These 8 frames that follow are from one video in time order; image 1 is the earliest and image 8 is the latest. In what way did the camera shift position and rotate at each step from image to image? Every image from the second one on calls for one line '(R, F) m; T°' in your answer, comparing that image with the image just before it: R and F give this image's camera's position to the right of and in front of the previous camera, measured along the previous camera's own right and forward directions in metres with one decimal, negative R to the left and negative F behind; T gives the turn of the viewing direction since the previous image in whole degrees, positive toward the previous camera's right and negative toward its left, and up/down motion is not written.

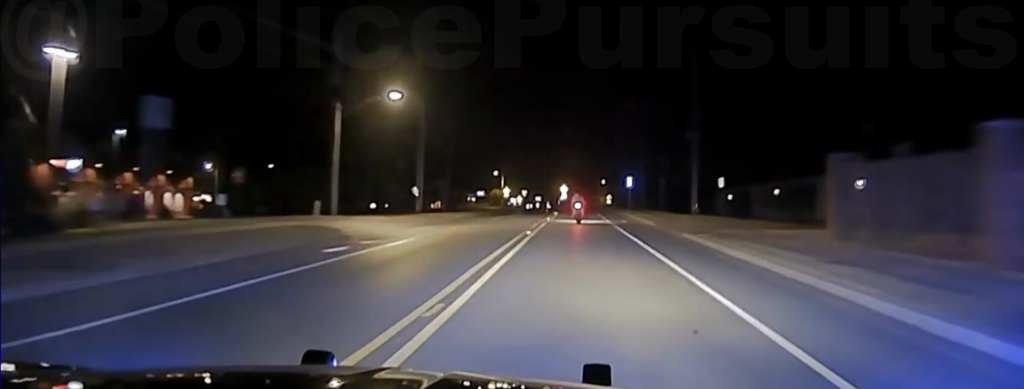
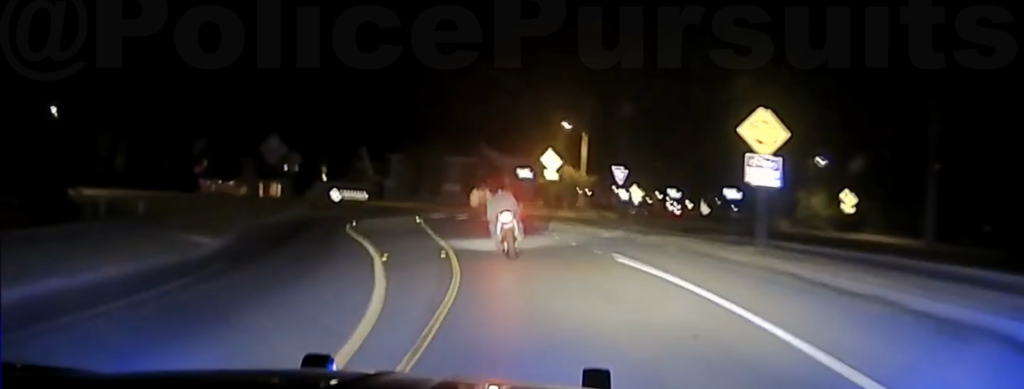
(-5.0, +92.5) m; -12°
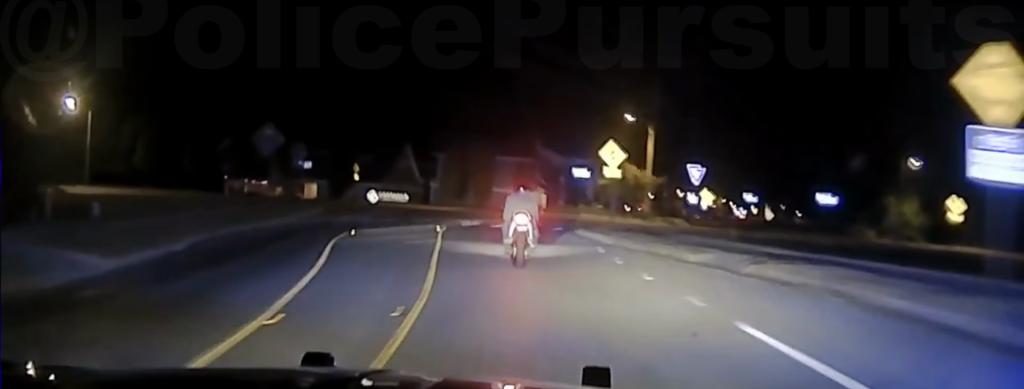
(-0.5, +9.4) m; -2°
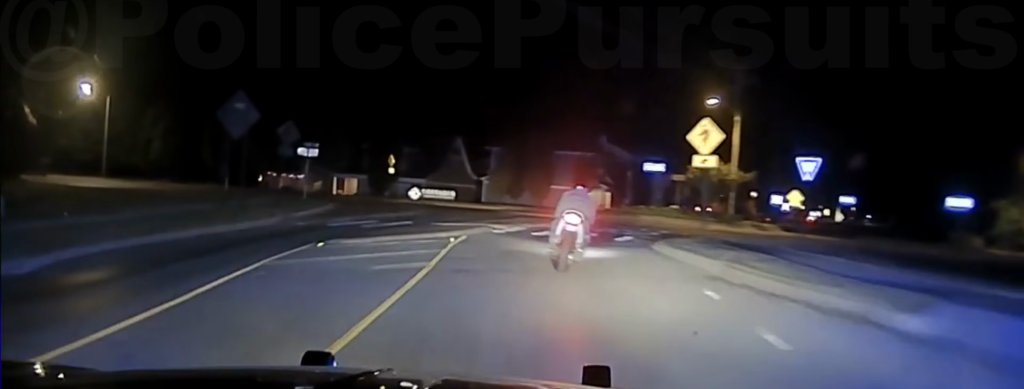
(-0.3, +9.9) m; -2°
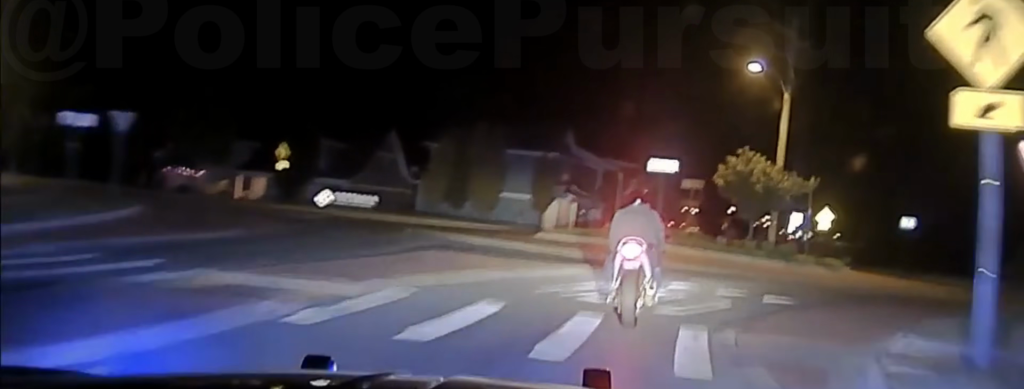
(-0.4, +17.5) m; +1°
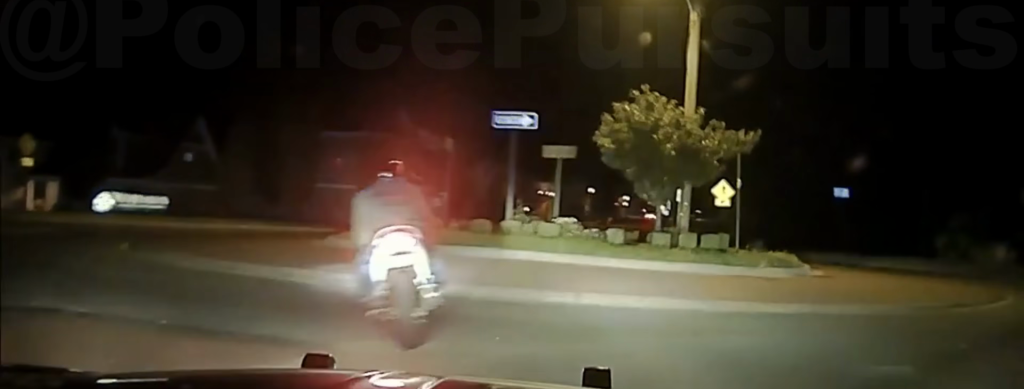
(+0.6, +10.8) m; -3°
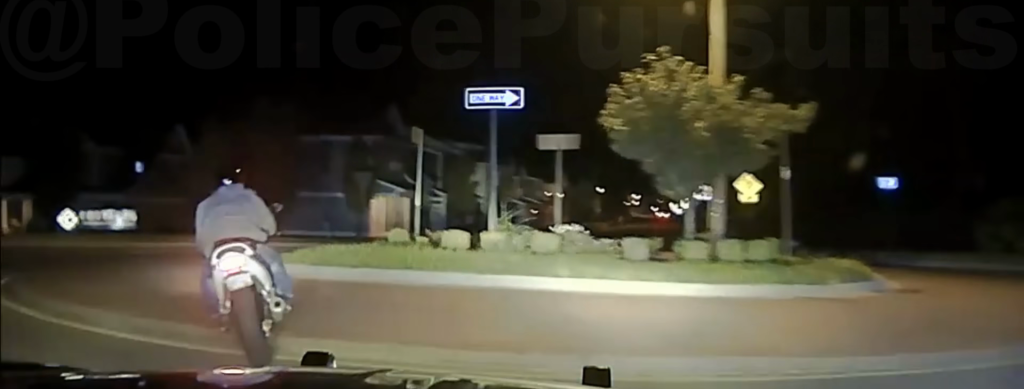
(-0.5, +4.0) m; -9°
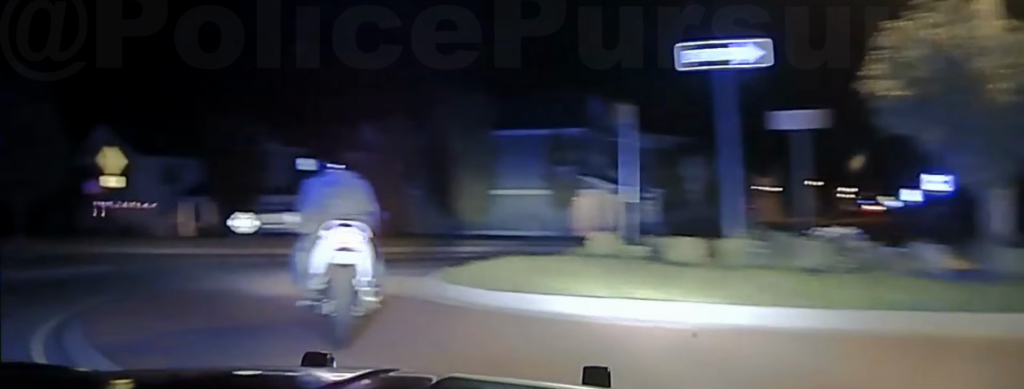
(-0.3, +3.4) m; -10°
